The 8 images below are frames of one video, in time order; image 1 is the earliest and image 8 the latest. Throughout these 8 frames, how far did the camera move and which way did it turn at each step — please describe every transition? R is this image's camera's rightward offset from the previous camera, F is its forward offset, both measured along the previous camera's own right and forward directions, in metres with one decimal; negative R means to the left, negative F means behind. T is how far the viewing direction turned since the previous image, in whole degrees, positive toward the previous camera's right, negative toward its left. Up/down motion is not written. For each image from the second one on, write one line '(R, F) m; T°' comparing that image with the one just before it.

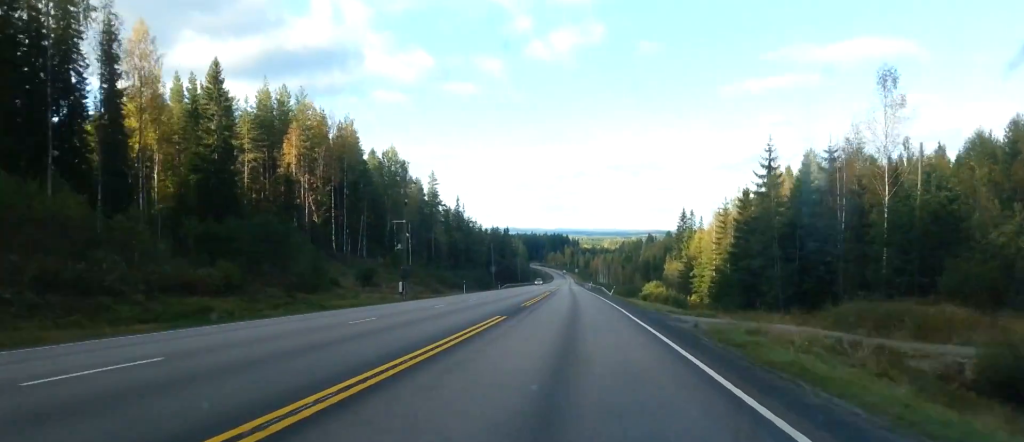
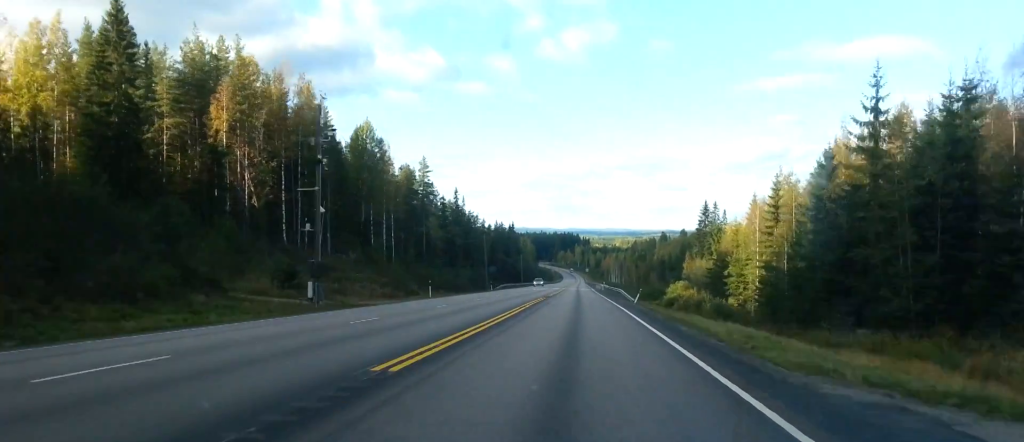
(-0.1, +23.5) m; 0°
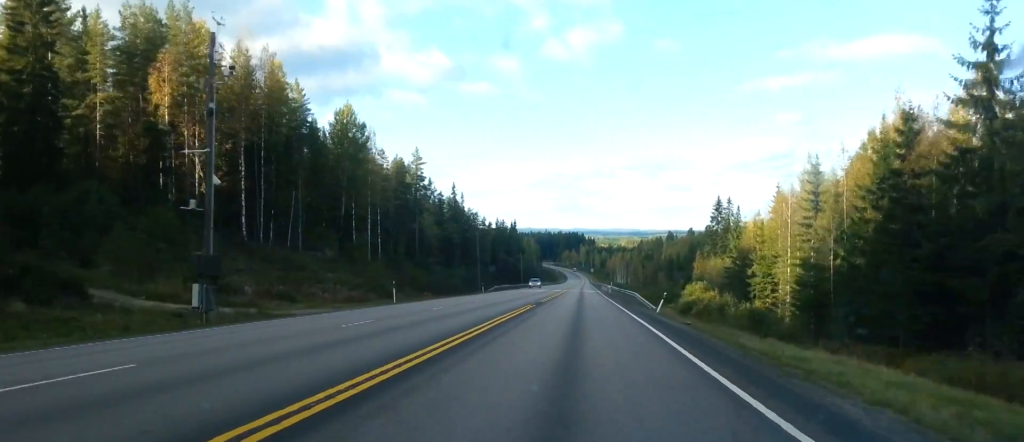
(0.0, +12.7) m; 0°
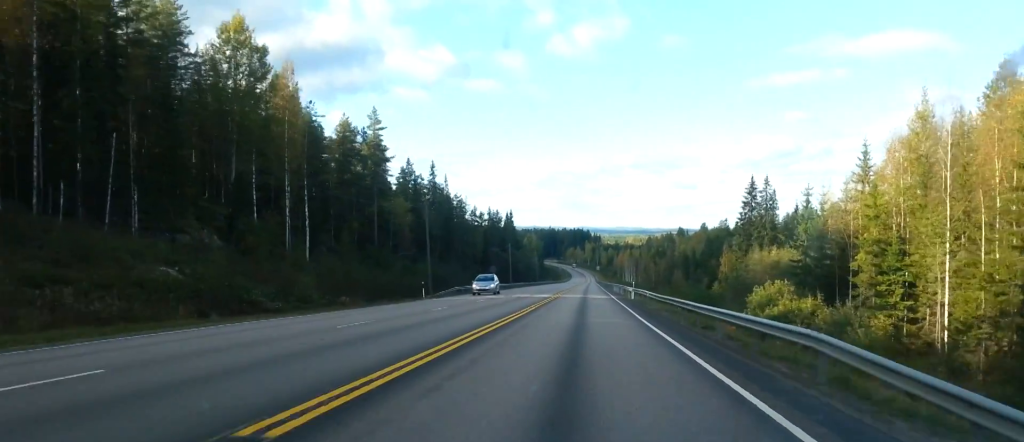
(+0.3, +36.3) m; 0°
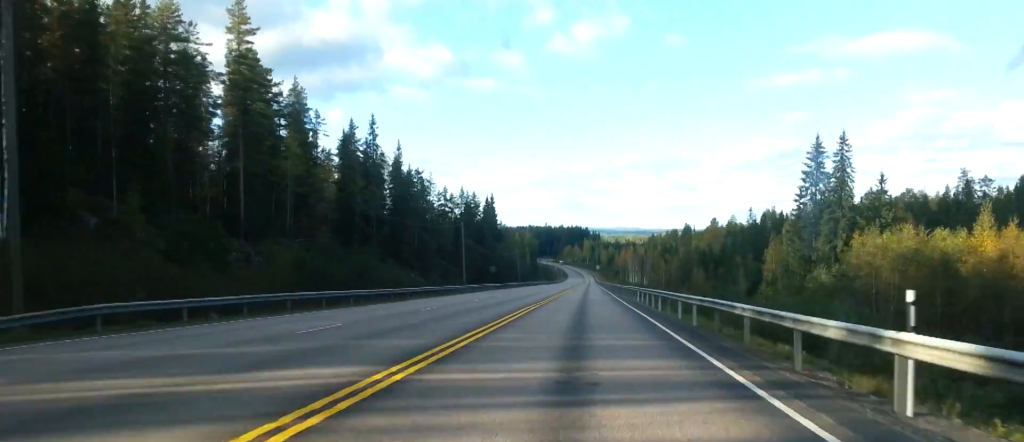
(-0.5, +50.3) m; 0°
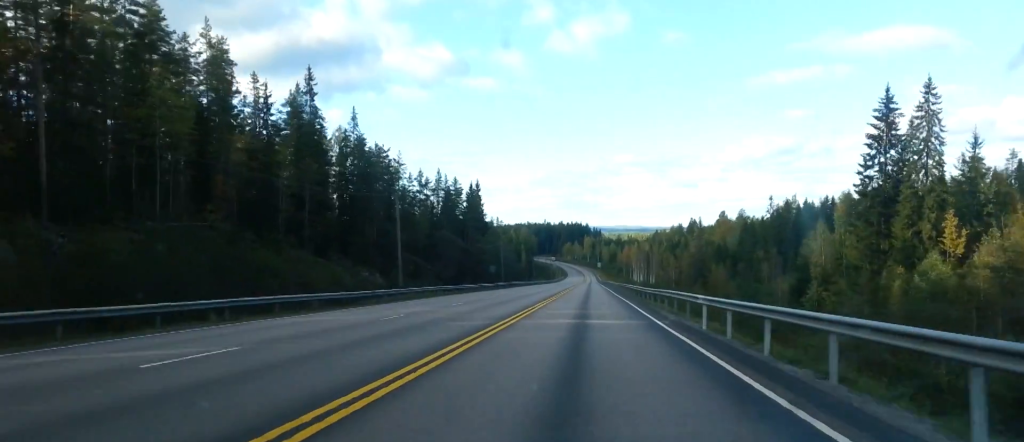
(+0.1, +29.8) m; 0°
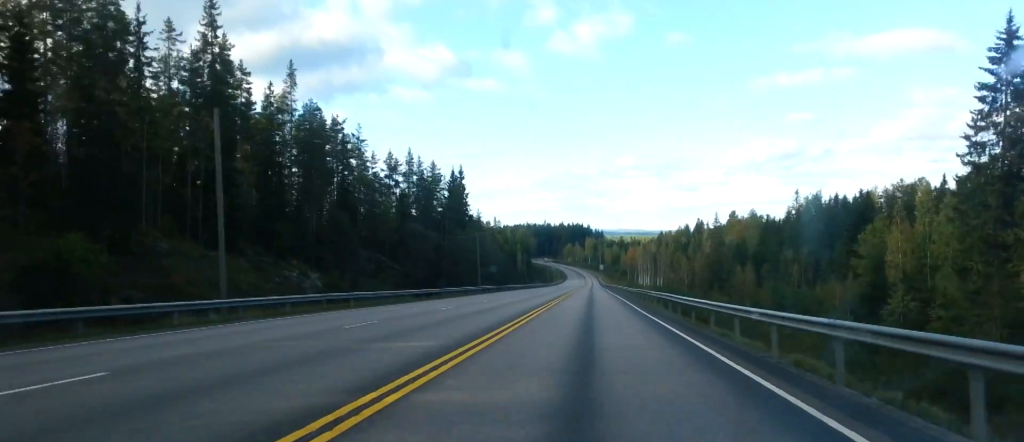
(0.0, +27.9) m; 0°
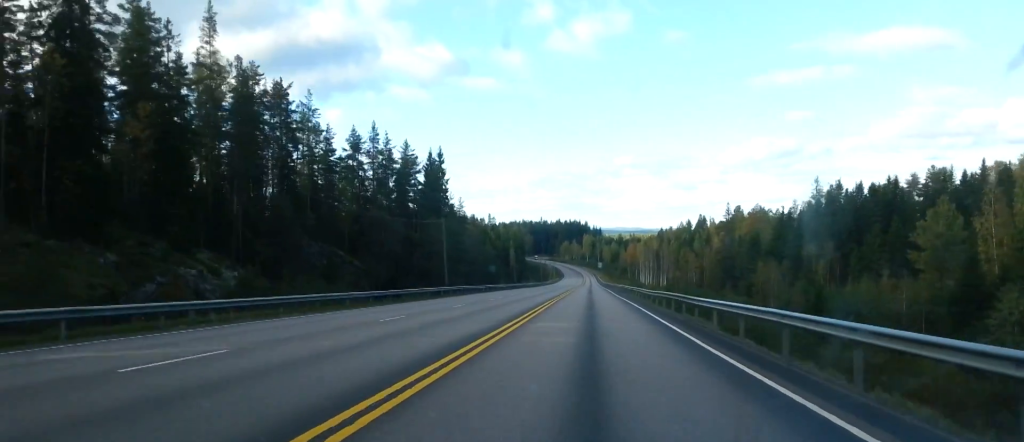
(0.0, +20.9) m; 0°
